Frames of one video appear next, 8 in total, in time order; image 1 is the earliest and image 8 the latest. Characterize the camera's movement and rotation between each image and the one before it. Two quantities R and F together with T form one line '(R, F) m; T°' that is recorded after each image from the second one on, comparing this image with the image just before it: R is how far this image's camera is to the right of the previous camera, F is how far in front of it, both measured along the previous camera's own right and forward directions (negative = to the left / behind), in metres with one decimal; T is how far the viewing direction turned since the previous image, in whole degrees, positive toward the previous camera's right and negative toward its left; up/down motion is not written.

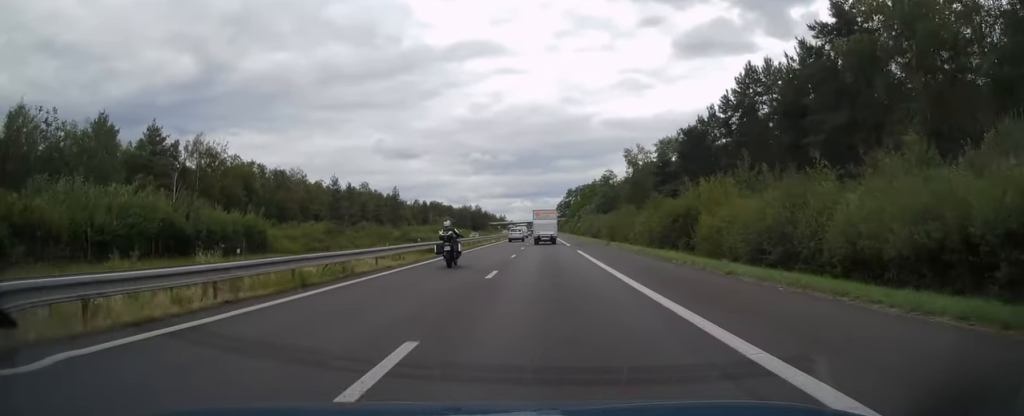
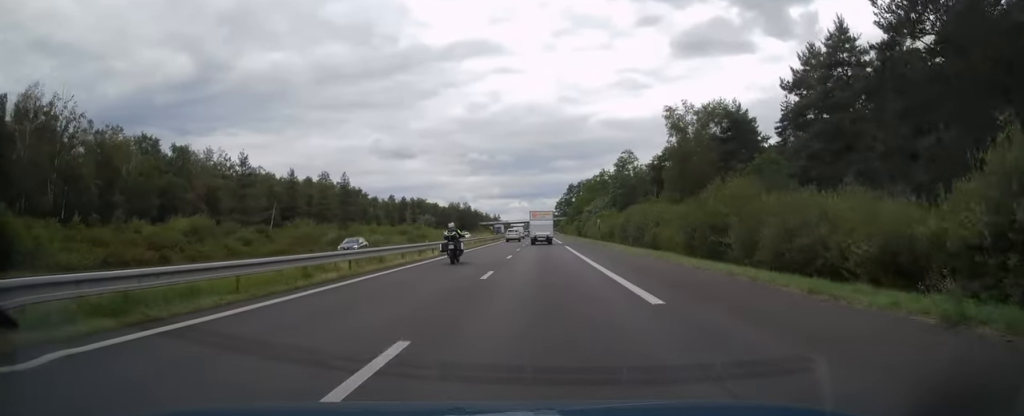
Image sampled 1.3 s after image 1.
(-0.1, +38.7) m; 0°
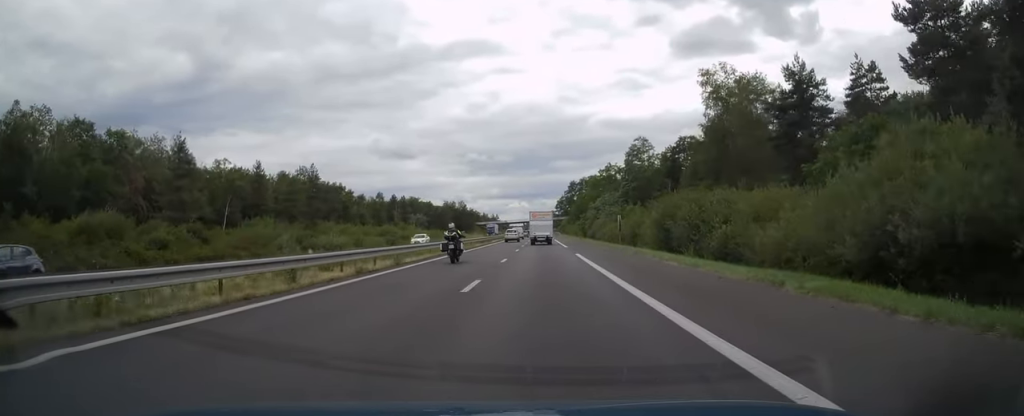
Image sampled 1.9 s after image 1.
(+0.1, +16.6) m; 0°
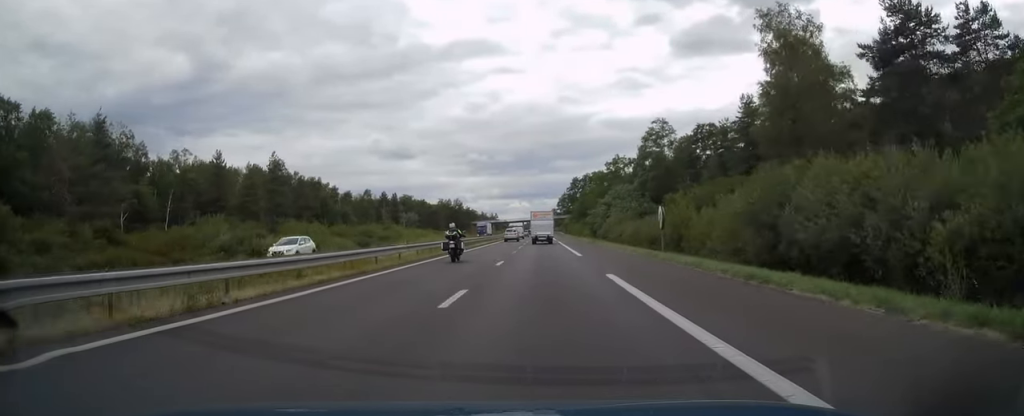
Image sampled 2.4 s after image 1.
(0.0, +15.6) m; 0°
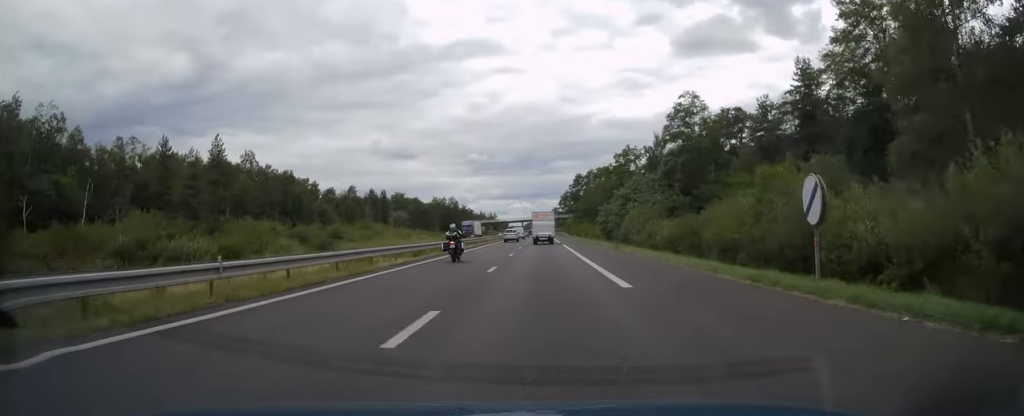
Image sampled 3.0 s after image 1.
(+0.1, +16.6) m; 0°
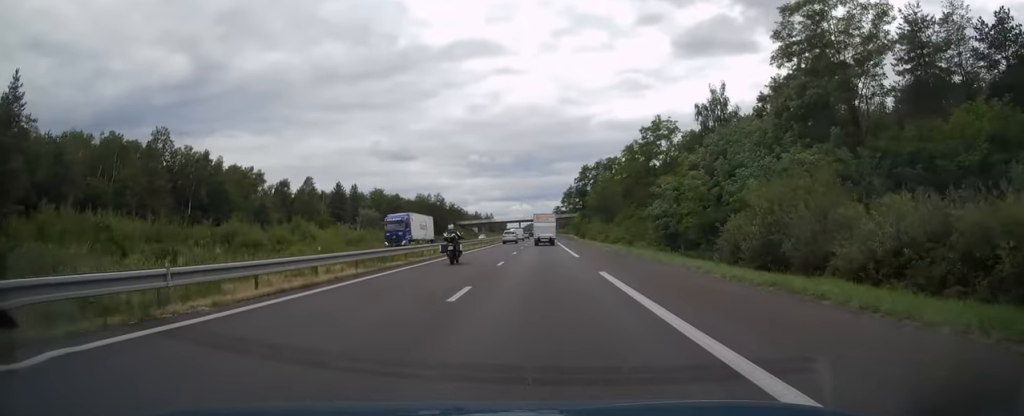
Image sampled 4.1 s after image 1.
(-0.1, +33.8) m; 0°
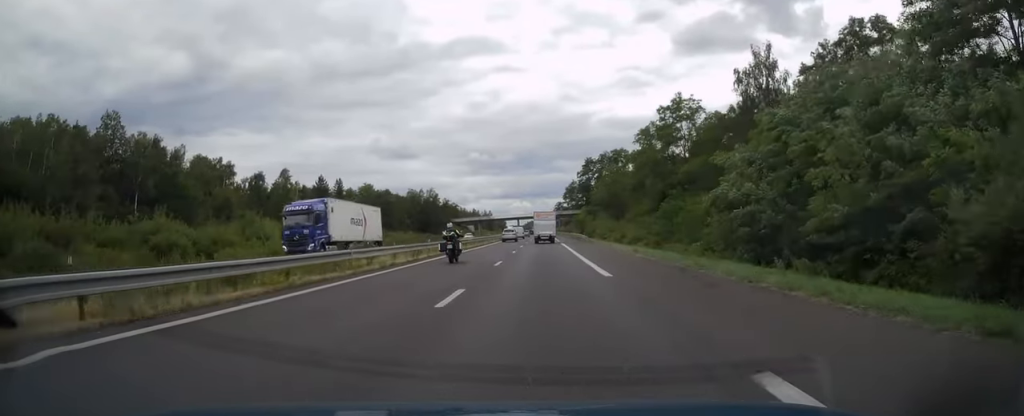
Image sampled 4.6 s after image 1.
(0.0, +14.3) m; 0°
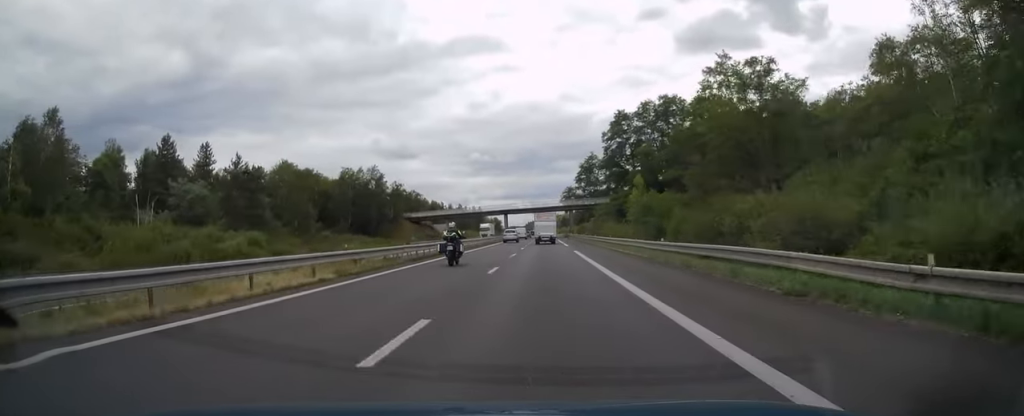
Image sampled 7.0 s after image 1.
(0.0, +70.1) m; 0°
